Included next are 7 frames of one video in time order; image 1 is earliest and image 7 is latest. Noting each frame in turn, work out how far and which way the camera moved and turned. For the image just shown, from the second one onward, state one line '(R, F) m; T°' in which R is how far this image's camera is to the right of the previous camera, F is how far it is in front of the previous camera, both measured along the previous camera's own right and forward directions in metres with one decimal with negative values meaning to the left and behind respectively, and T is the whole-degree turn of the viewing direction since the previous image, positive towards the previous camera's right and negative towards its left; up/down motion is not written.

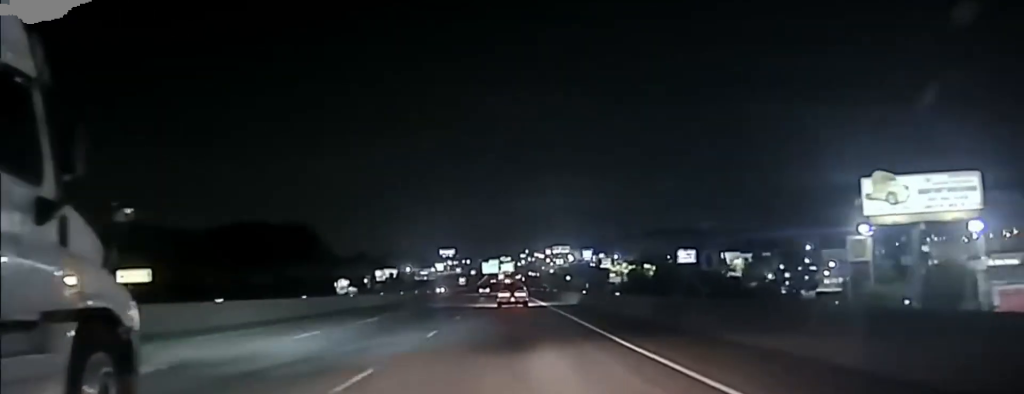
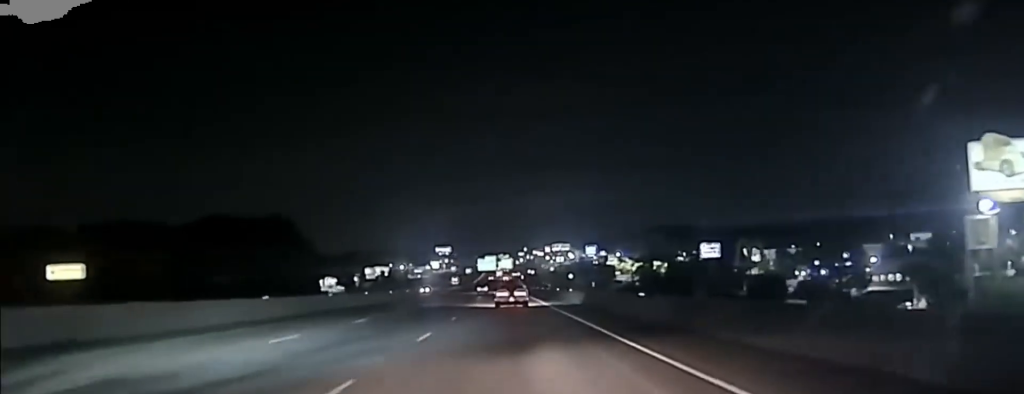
(+0.1, +27.3) m; 0°
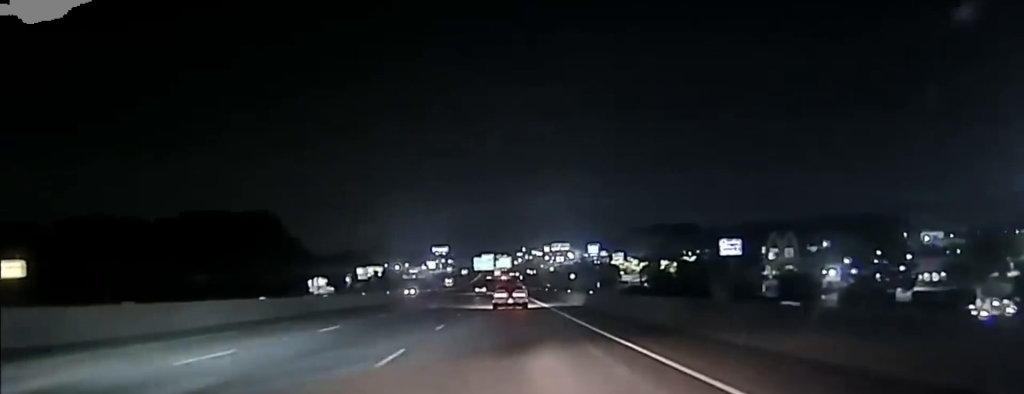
(+0.1, +19.9) m; 0°
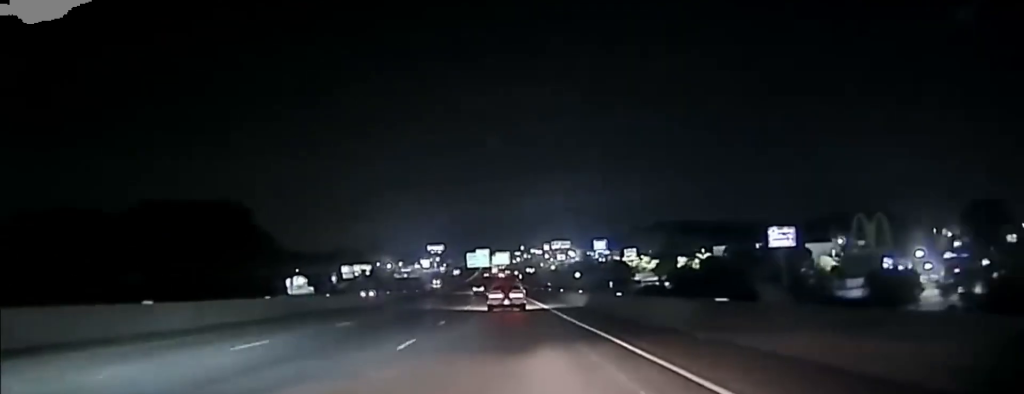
(-0.4, +32.4) m; 0°
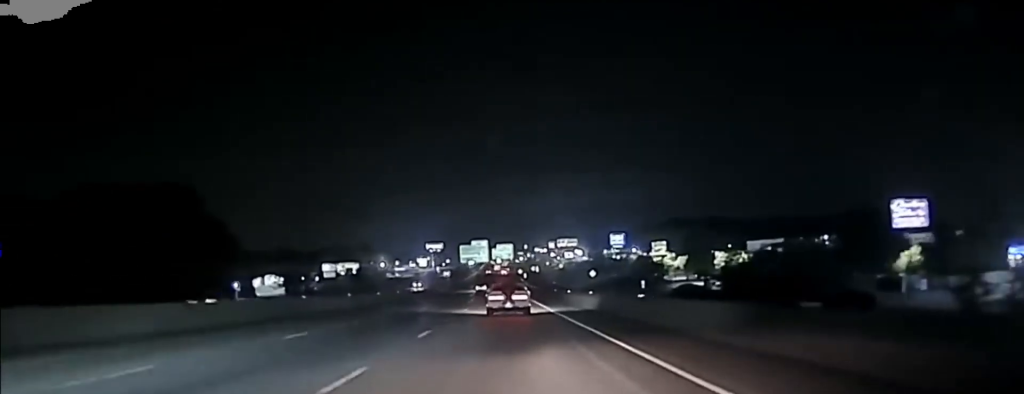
(+0.6, +44.4) m; 0°
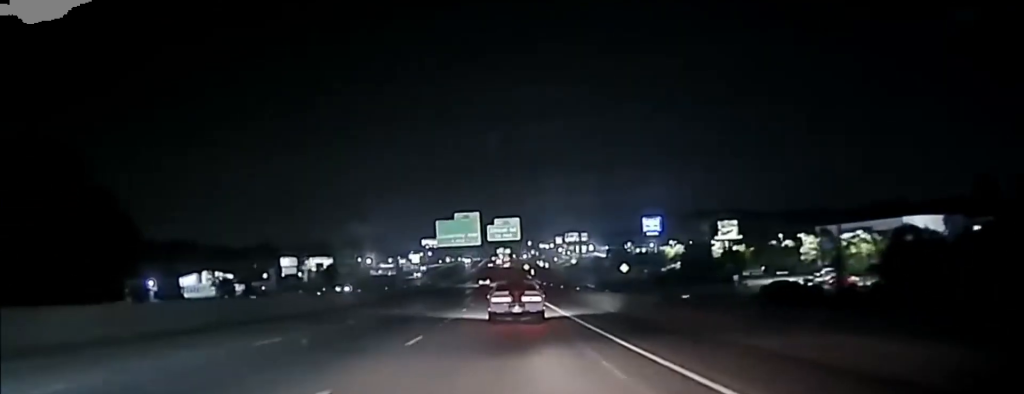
(-0.9, +63.0) m; -1°
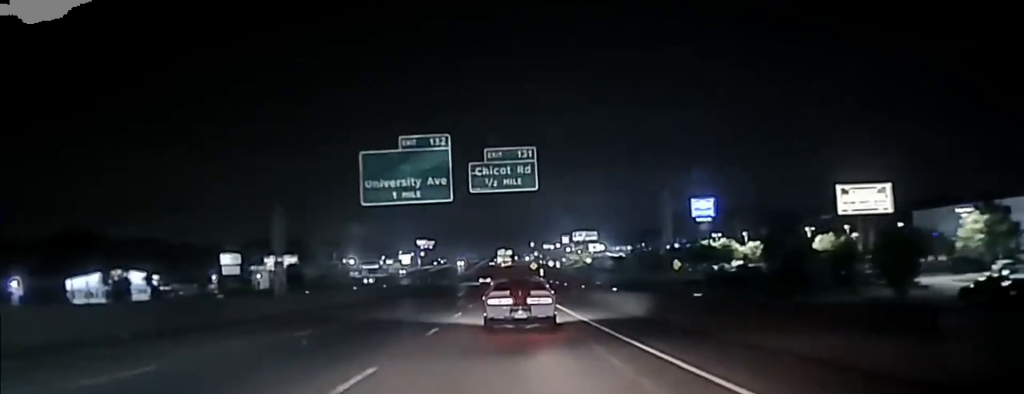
(+0.7, +57.8) m; 0°
